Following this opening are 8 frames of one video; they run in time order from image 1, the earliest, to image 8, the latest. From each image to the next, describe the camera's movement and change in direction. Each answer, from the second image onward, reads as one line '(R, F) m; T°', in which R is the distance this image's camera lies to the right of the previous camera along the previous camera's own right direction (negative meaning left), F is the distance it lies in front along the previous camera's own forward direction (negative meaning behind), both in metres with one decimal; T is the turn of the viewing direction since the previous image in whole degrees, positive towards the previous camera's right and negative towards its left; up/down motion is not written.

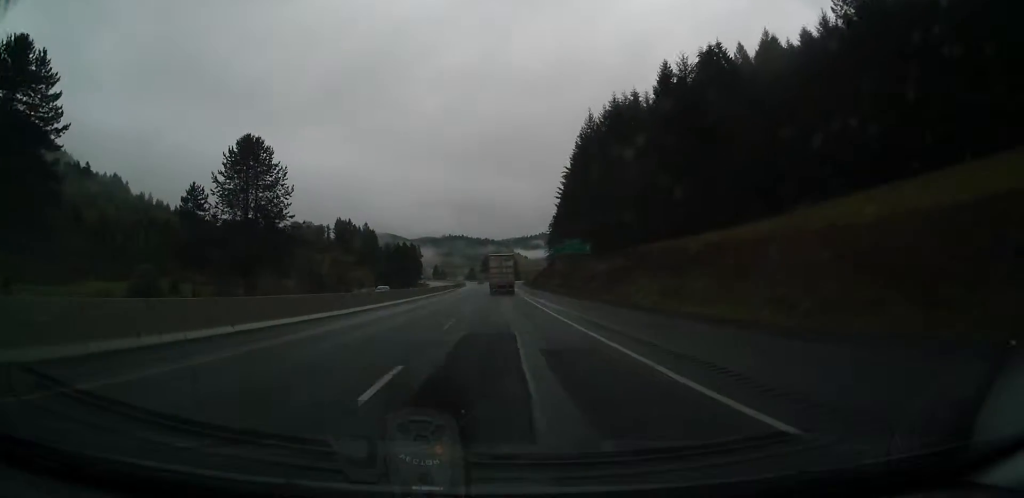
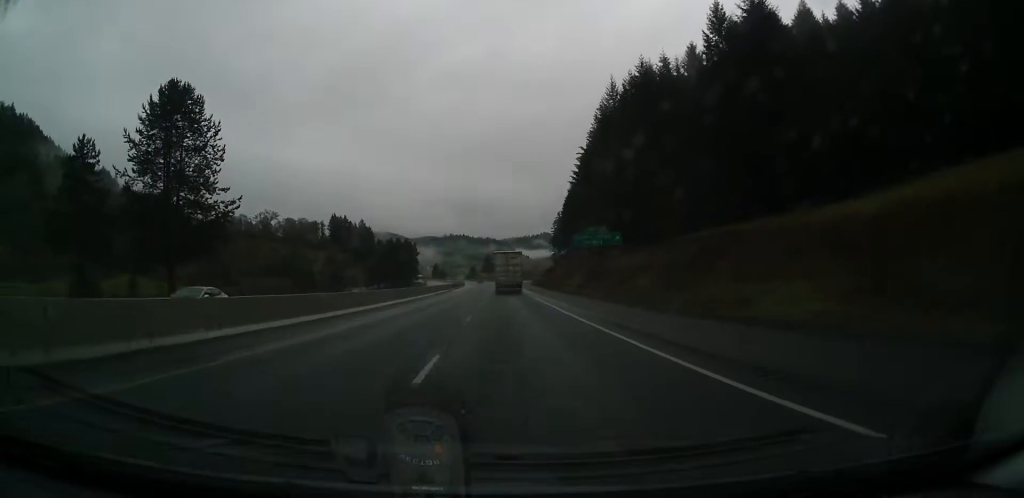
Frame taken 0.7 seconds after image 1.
(-0.3, +23.3) m; 0°
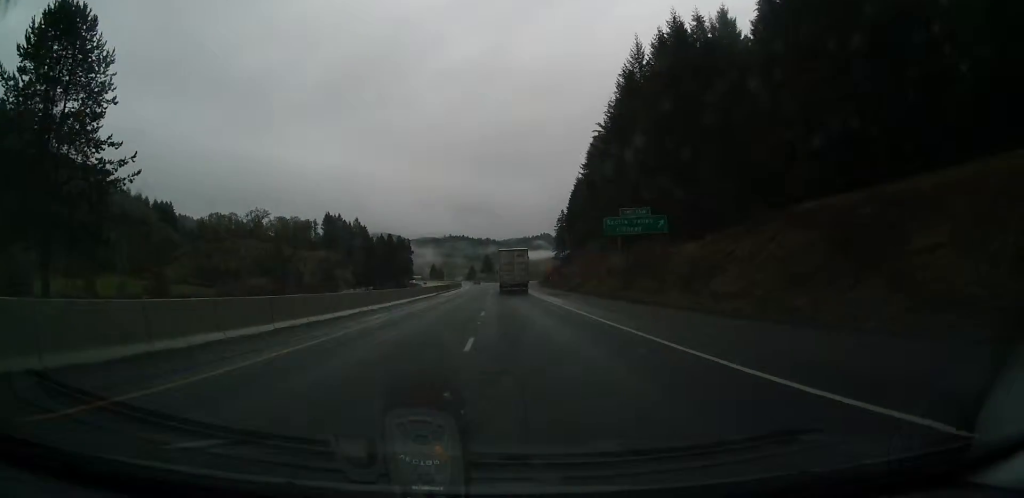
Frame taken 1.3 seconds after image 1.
(-0.1, +21.0) m; 0°
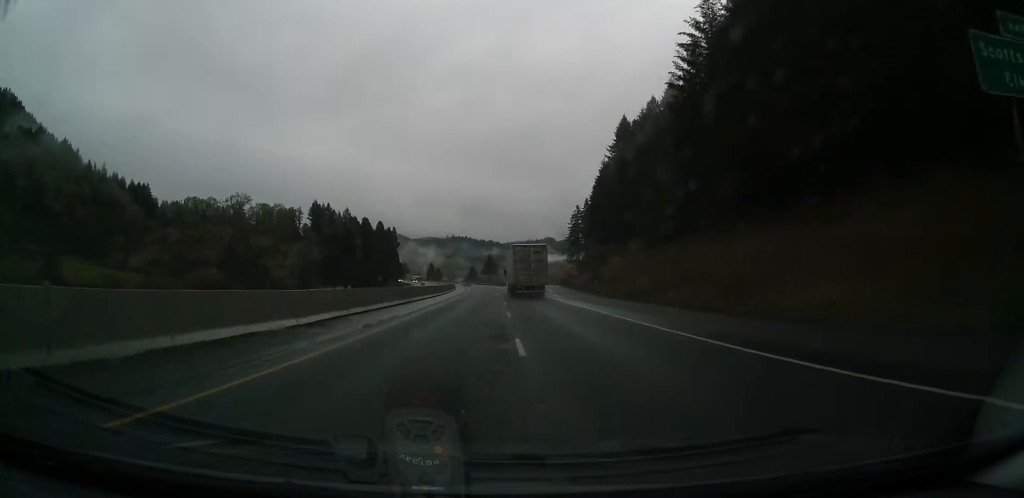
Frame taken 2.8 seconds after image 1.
(+0.5, +49.4) m; 0°
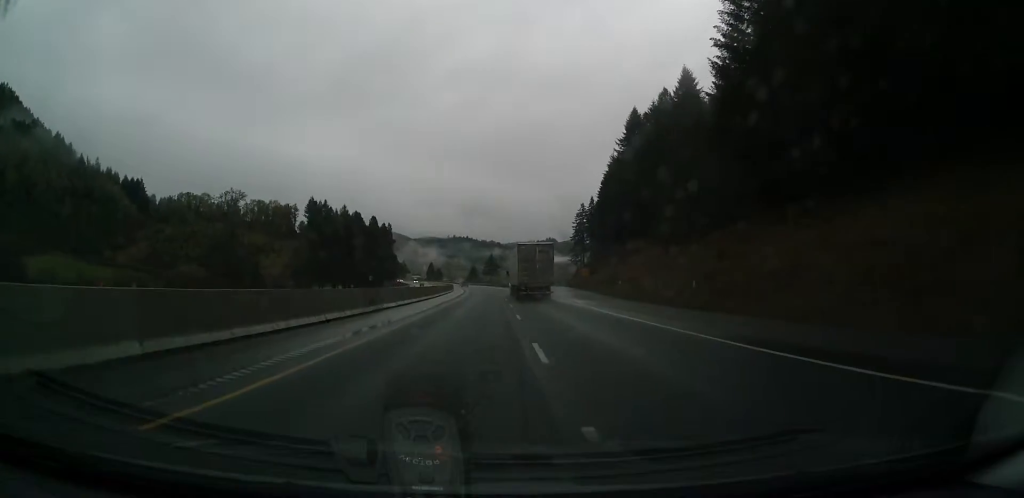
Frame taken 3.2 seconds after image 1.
(-0.2, +13.1) m; 0°
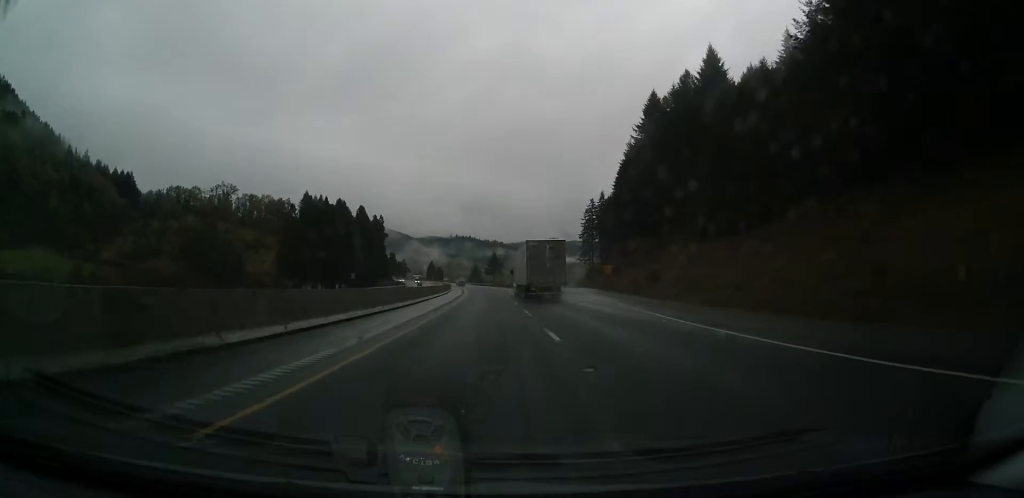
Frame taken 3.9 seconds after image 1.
(-0.3, +20.8) m; -1°
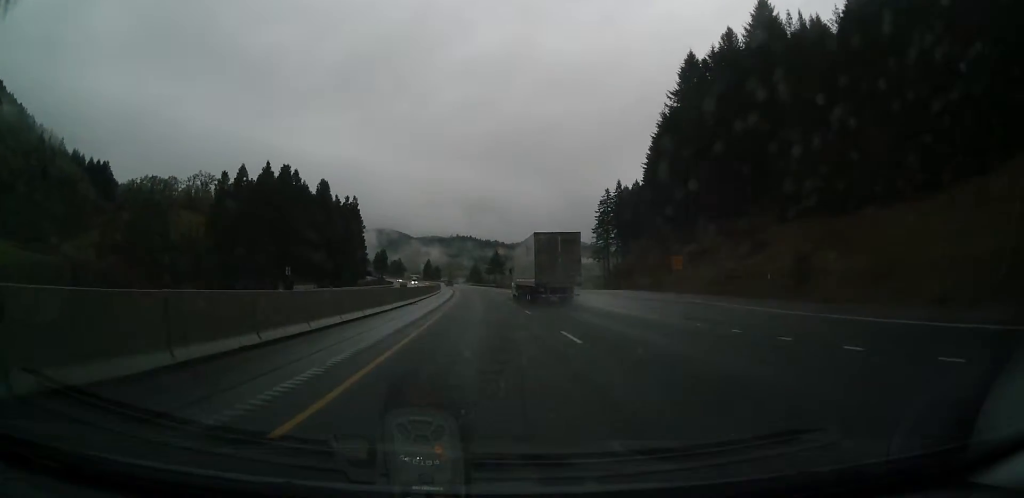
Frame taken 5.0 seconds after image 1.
(-0.2, +37.2) m; -1°
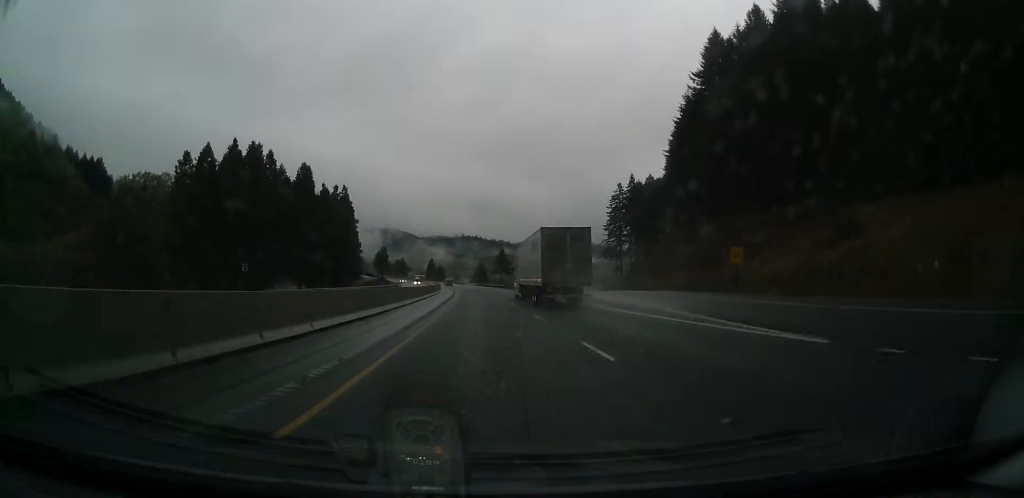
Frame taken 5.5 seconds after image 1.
(-0.3, +15.3) m; 0°
